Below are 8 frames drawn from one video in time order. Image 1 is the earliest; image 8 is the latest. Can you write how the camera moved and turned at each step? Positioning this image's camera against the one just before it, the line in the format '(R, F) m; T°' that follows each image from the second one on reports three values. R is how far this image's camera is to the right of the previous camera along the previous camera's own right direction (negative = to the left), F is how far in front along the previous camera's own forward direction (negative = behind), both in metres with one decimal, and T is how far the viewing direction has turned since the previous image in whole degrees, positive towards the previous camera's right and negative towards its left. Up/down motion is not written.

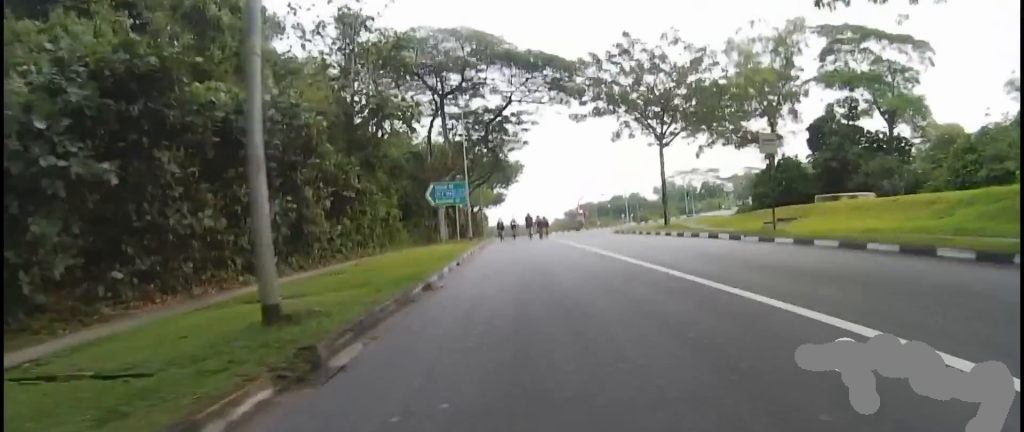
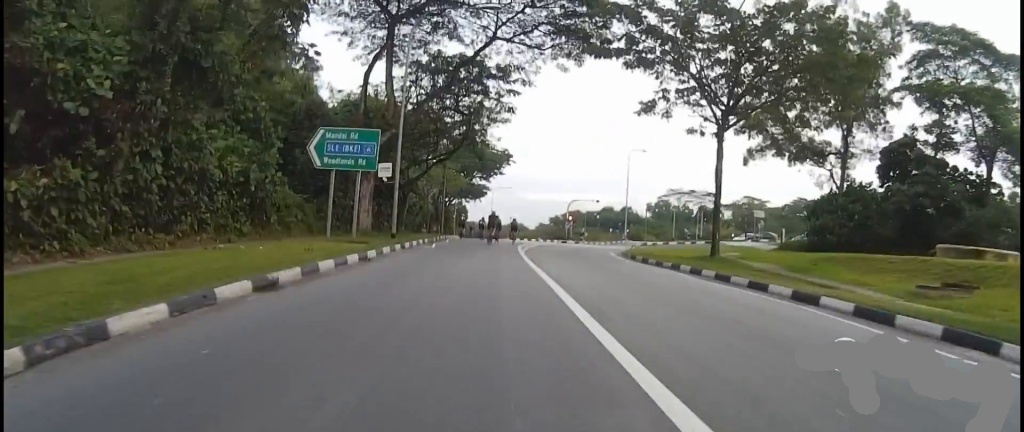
(+0.3, +13.3) m; +4°
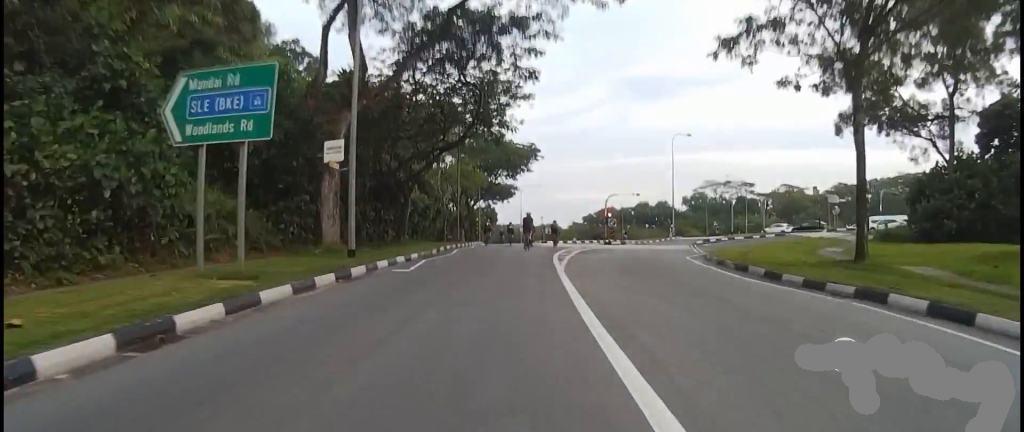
(+0.2, +7.7) m; +6°
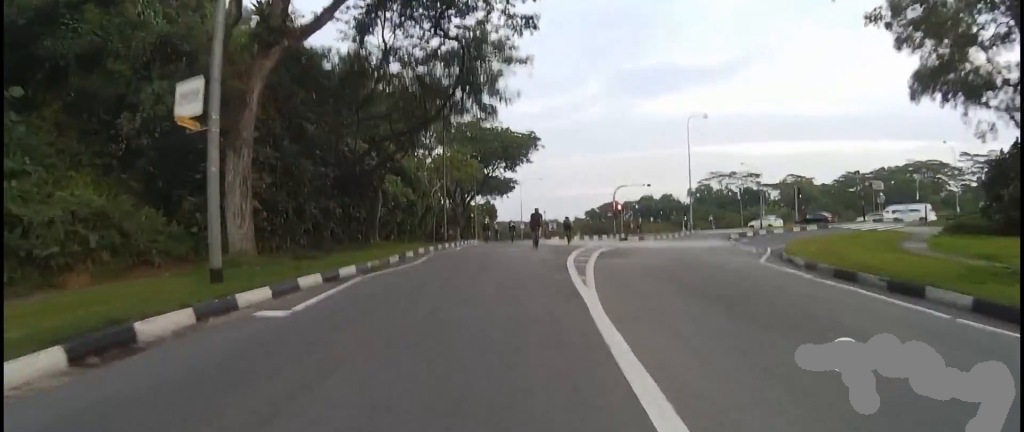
(+0.1, +5.6) m; +7°
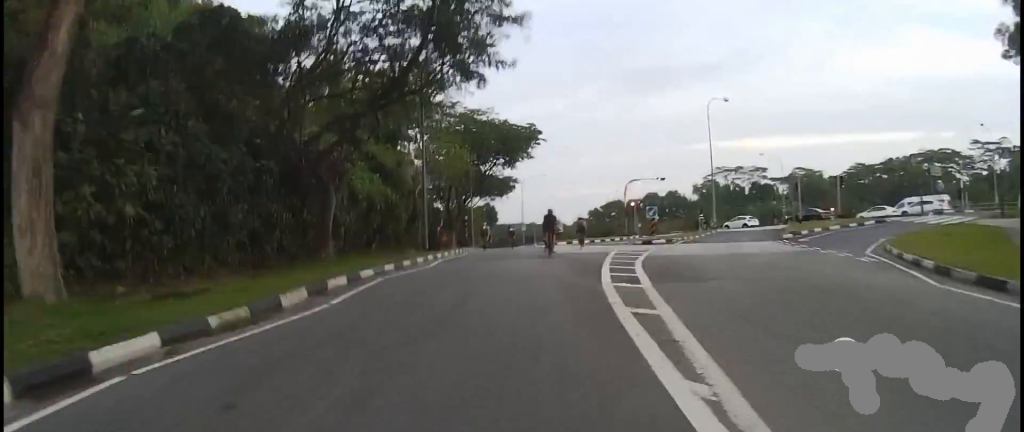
(+0.8, +5.0) m; -5°
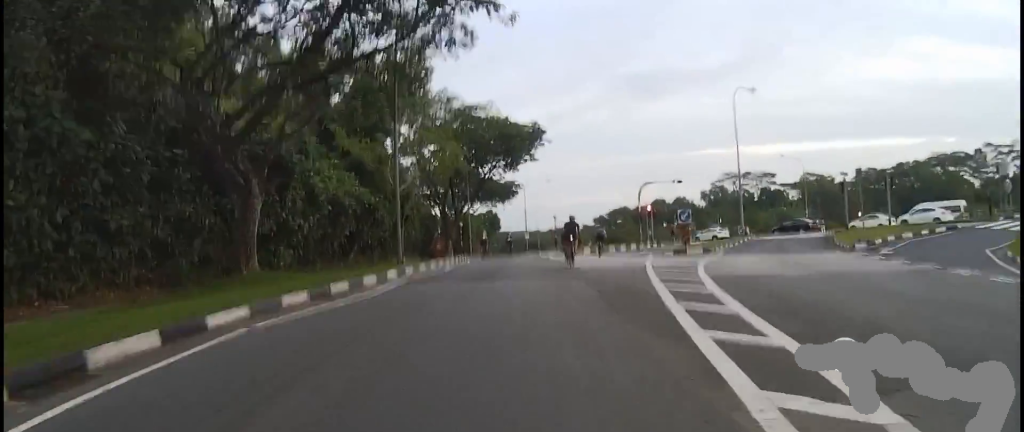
(-0.8, +3.8) m; -2°
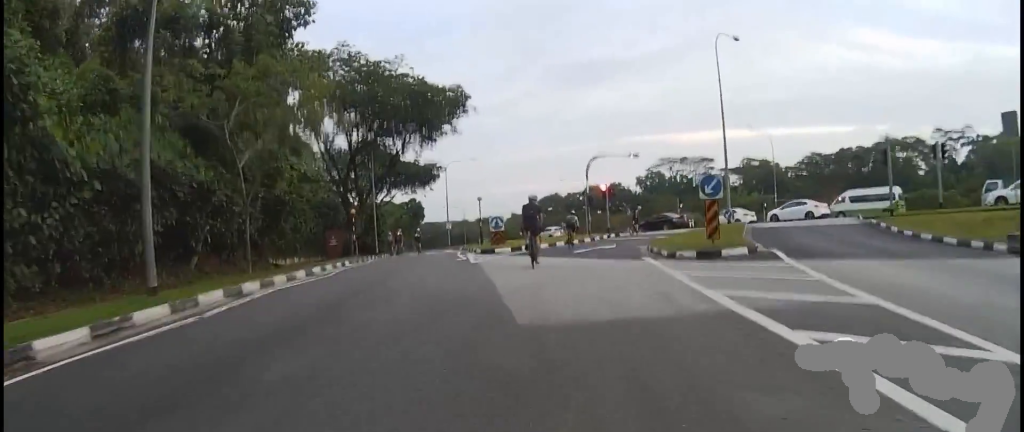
(+1.0, +6.7) m; +19°
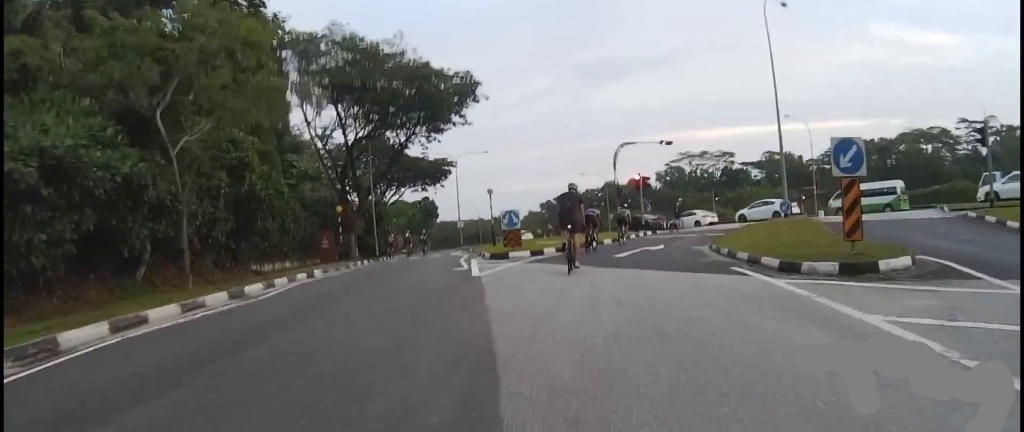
(0.0, +3.1) m; 0°
